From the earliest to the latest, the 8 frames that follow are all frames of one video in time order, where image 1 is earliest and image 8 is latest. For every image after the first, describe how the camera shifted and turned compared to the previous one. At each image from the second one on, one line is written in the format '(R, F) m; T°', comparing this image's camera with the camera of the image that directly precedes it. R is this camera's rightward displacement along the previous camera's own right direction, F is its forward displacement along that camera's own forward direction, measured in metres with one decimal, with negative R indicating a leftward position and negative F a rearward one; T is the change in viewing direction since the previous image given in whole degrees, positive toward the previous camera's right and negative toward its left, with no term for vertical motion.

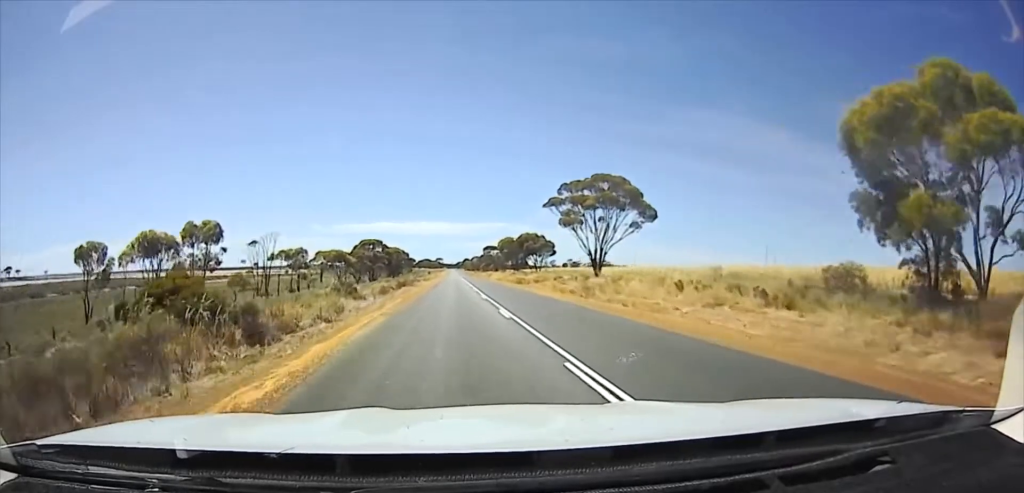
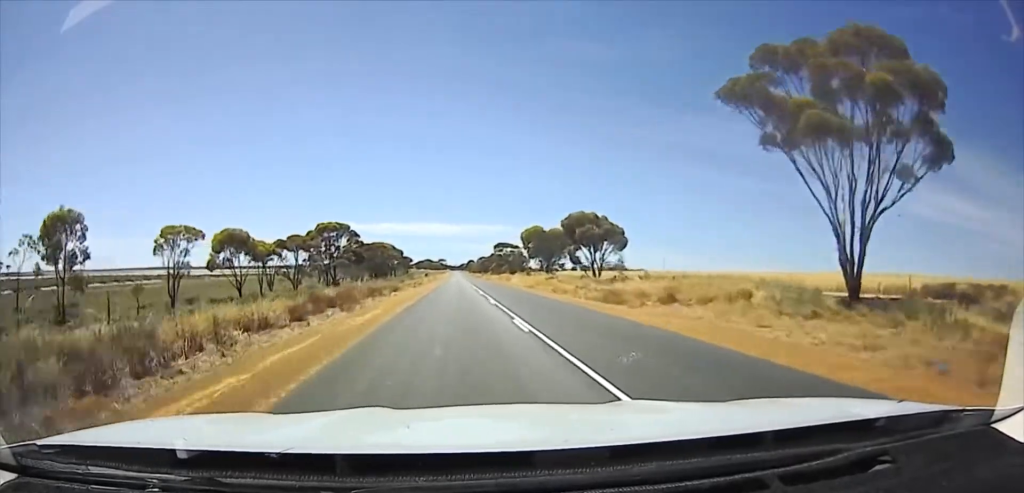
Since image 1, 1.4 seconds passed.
(0.0, +51.0) m; 0°
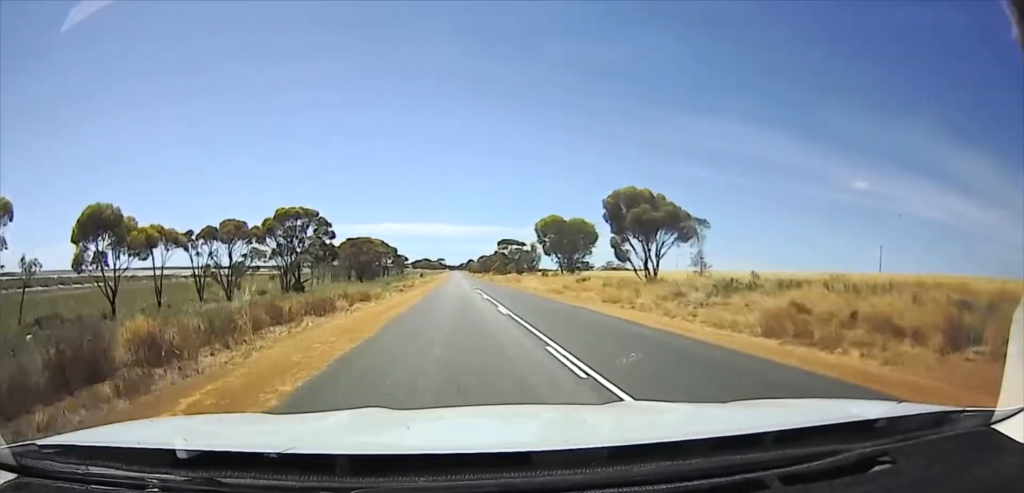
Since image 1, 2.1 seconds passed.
(0.0, +21.6) m; 0°
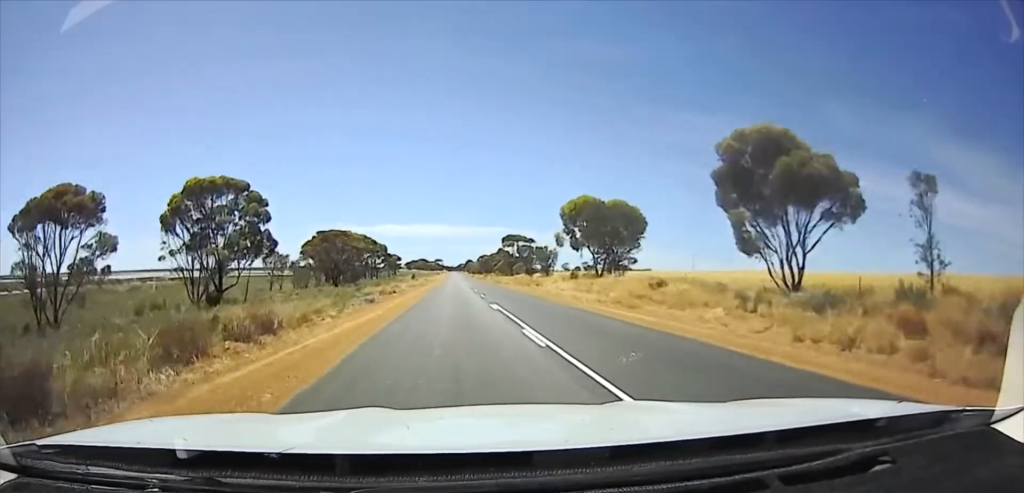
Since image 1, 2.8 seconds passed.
(0.0, +21.0) m; 0°
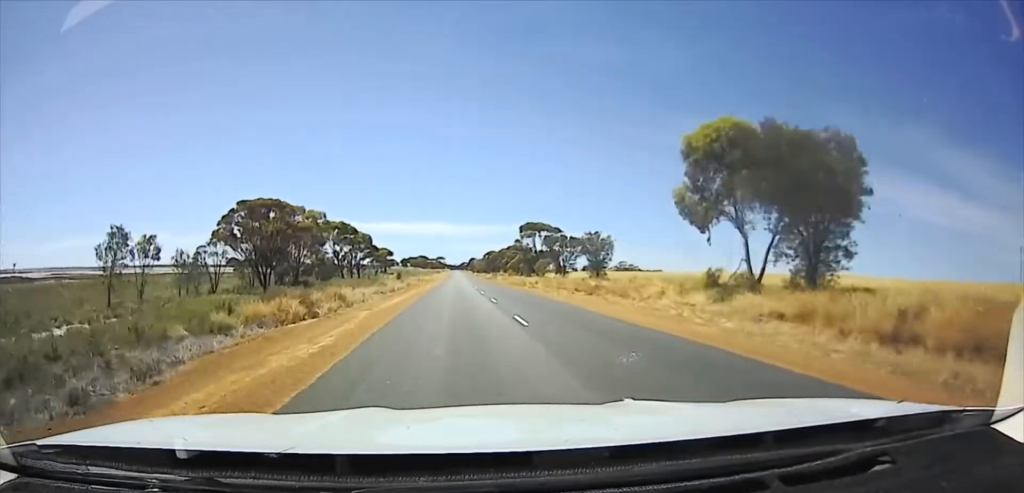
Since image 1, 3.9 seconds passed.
(0.0, +28.3) m; 0°
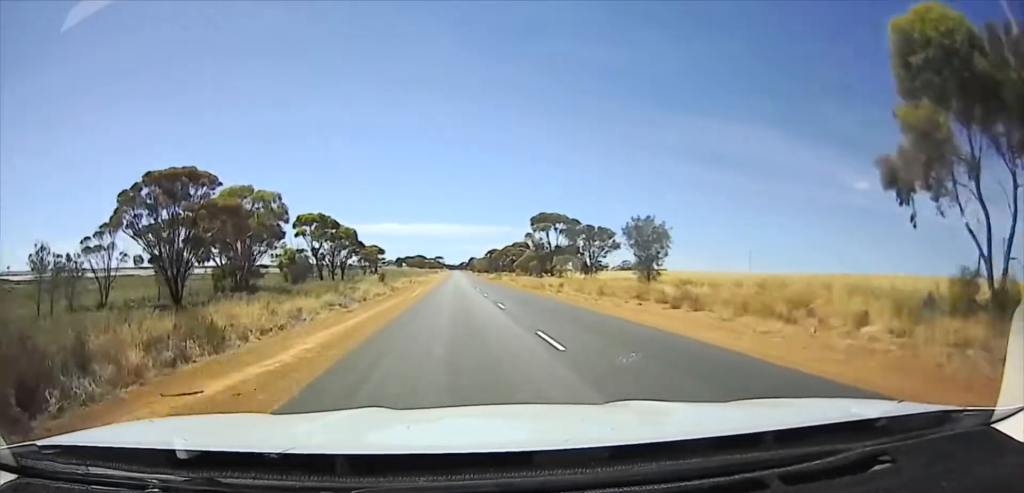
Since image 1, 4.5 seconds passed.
(0.0, +12.8) m; 0°
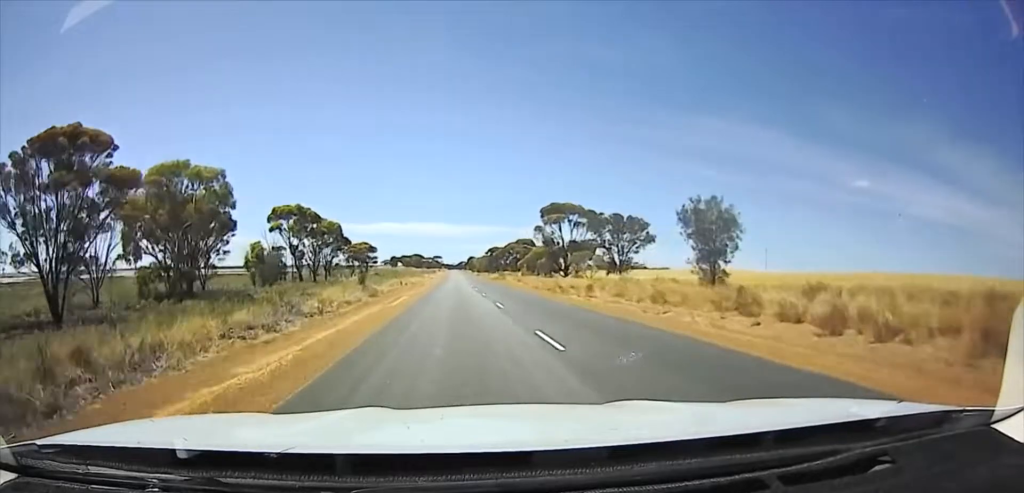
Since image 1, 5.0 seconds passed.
(0.0, +7.1) m; 0°
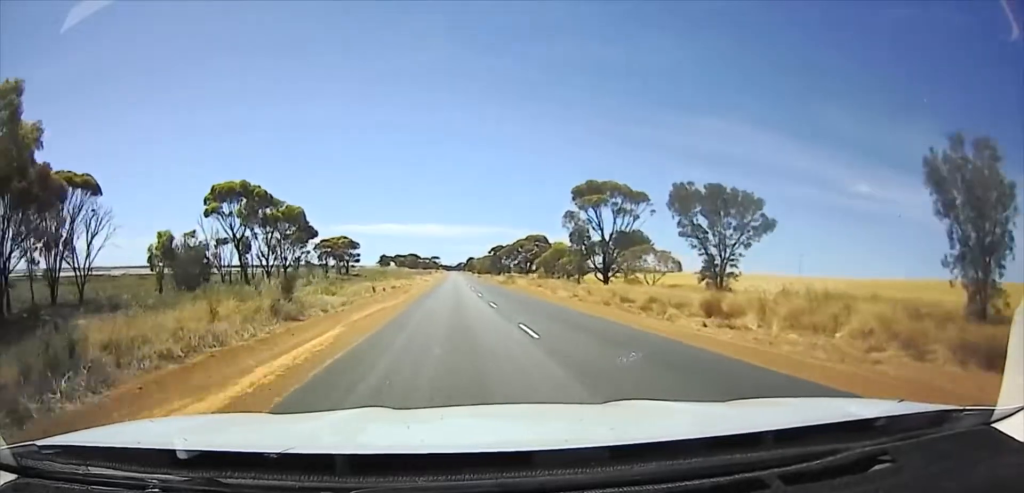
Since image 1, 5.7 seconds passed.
(0.0, +11.7) m; 0°
